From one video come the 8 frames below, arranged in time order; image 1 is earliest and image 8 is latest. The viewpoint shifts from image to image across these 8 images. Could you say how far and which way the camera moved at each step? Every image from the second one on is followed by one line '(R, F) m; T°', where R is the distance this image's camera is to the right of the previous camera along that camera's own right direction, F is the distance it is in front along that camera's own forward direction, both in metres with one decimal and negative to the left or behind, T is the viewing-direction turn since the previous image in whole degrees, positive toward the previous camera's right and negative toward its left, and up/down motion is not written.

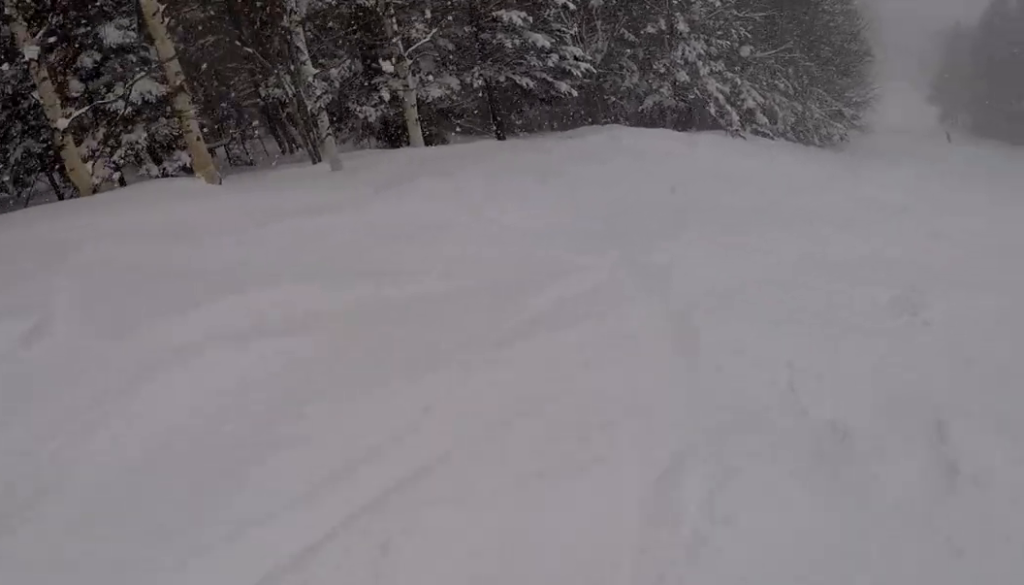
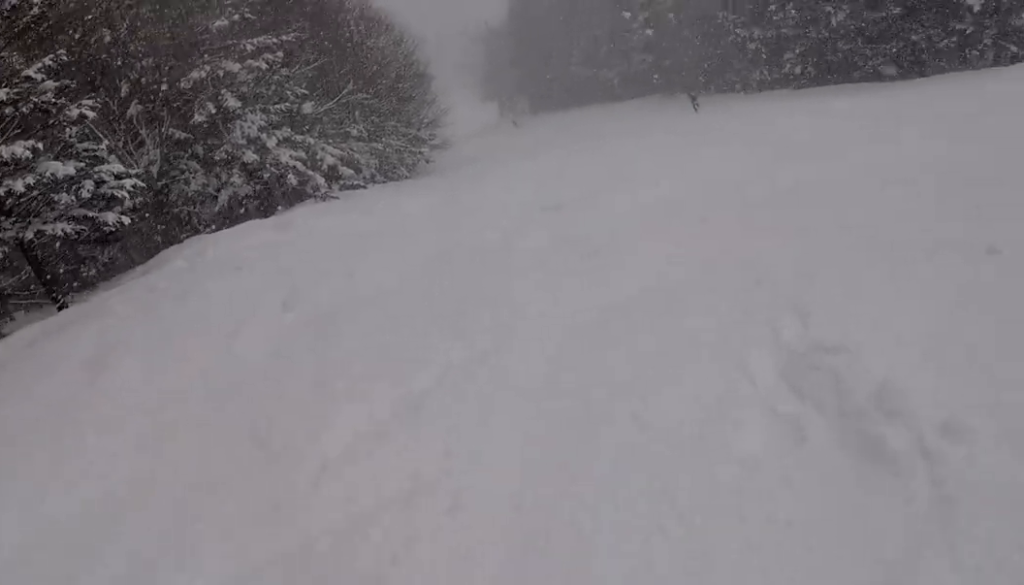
(+2.1, +3.5) m; +40°
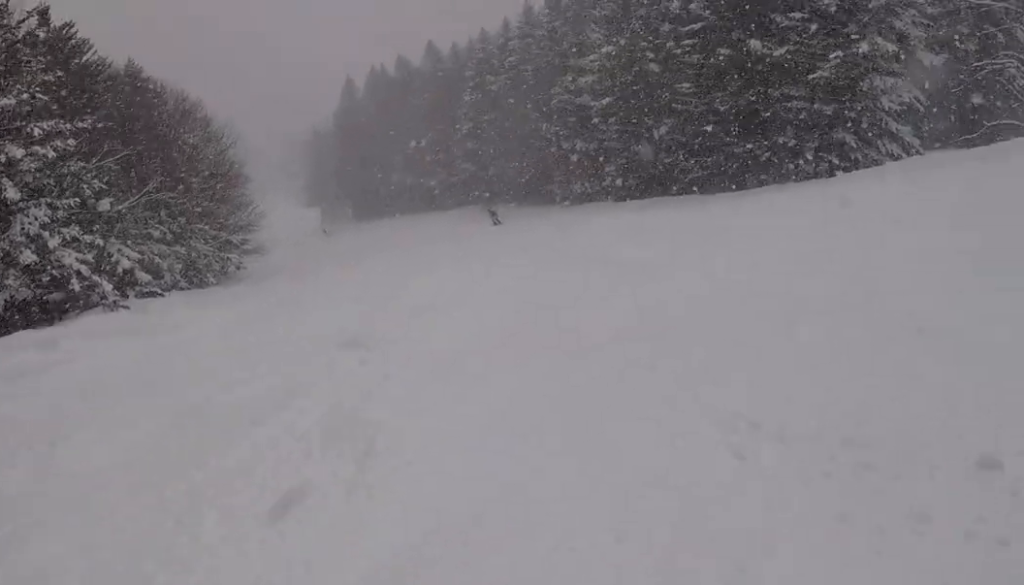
(+0.3, +2.1) m; +9°
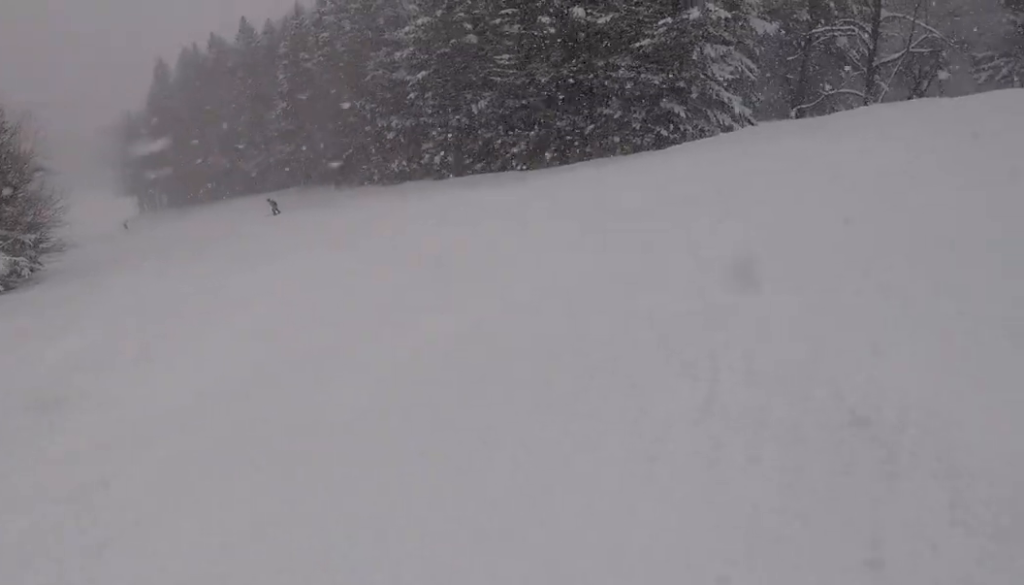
(-0.1, +2.3) m; +10°
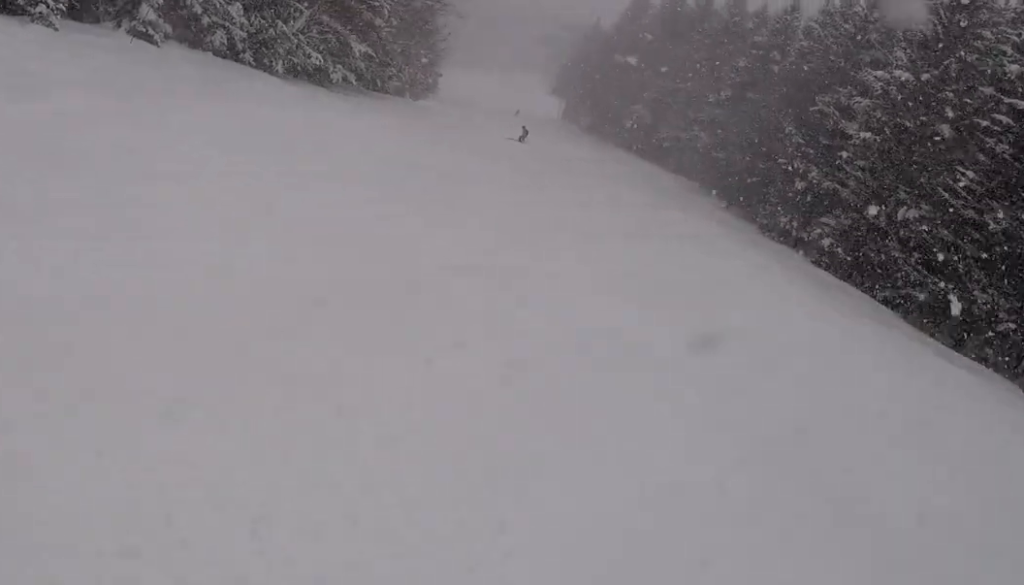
(-0.8, +6.1) m; -32°
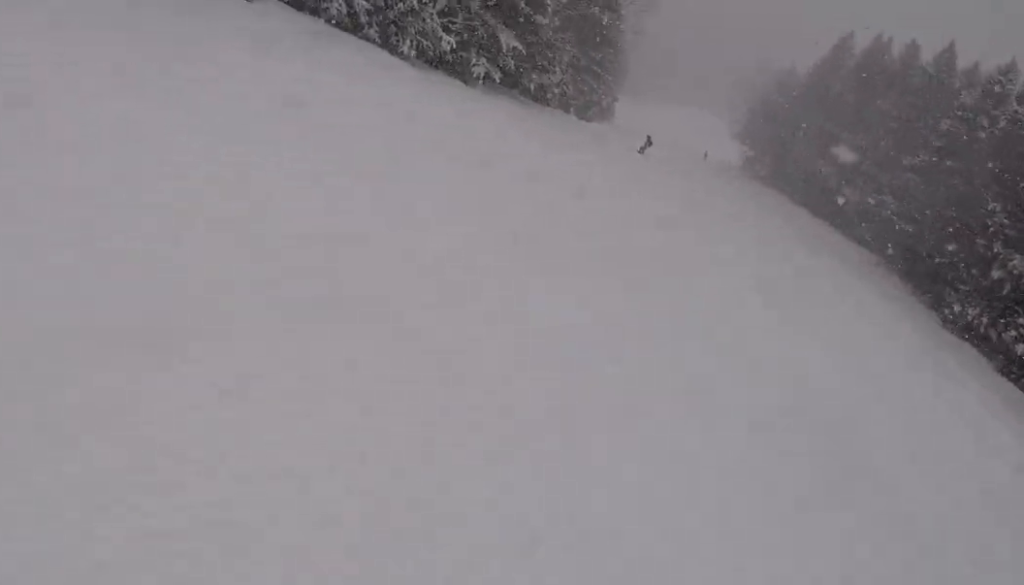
(-1.1, +3.7) m; -16°
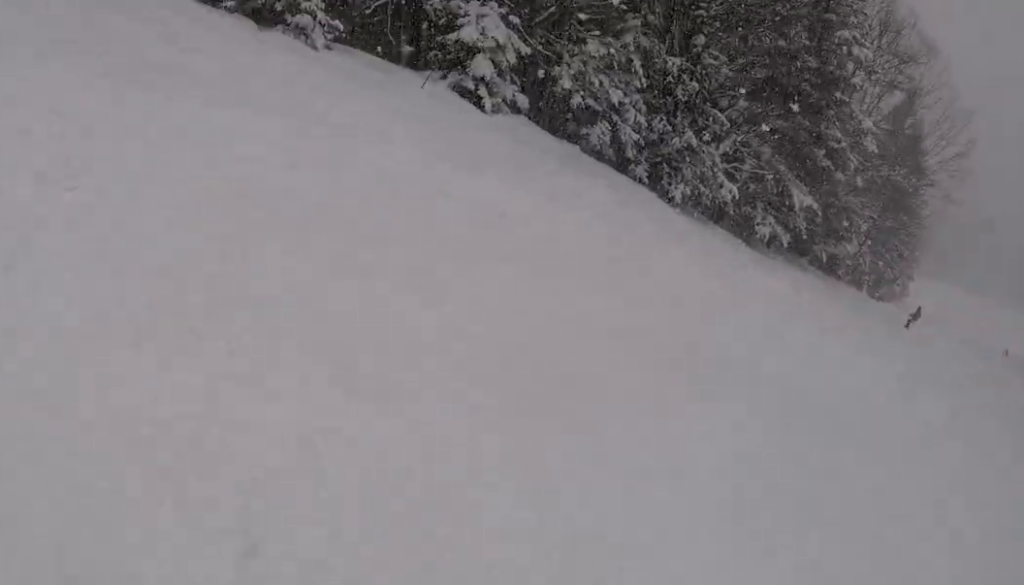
(+0.1, +4.3) m; -4°
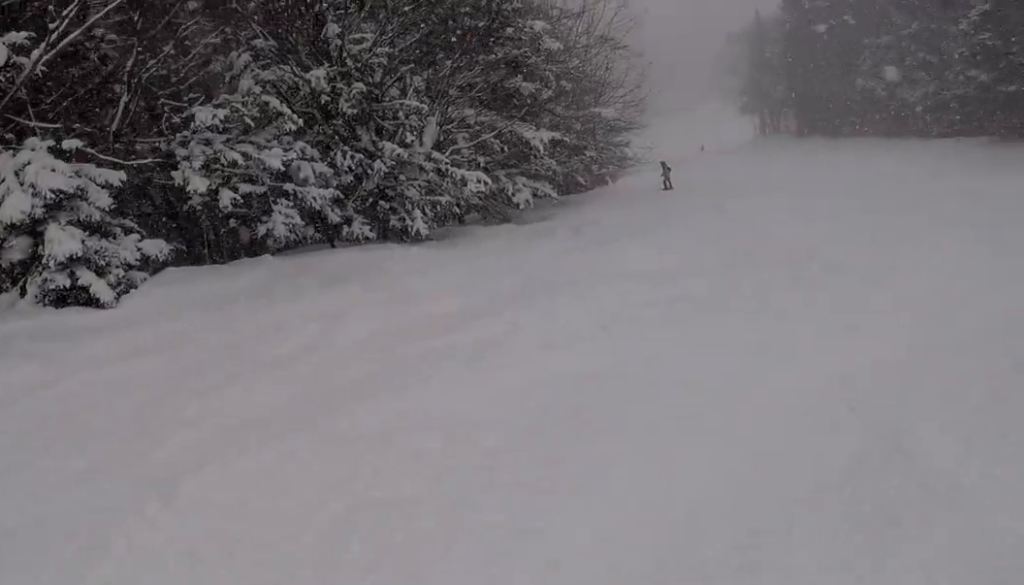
(-0.2, +8.0) m; +15°
